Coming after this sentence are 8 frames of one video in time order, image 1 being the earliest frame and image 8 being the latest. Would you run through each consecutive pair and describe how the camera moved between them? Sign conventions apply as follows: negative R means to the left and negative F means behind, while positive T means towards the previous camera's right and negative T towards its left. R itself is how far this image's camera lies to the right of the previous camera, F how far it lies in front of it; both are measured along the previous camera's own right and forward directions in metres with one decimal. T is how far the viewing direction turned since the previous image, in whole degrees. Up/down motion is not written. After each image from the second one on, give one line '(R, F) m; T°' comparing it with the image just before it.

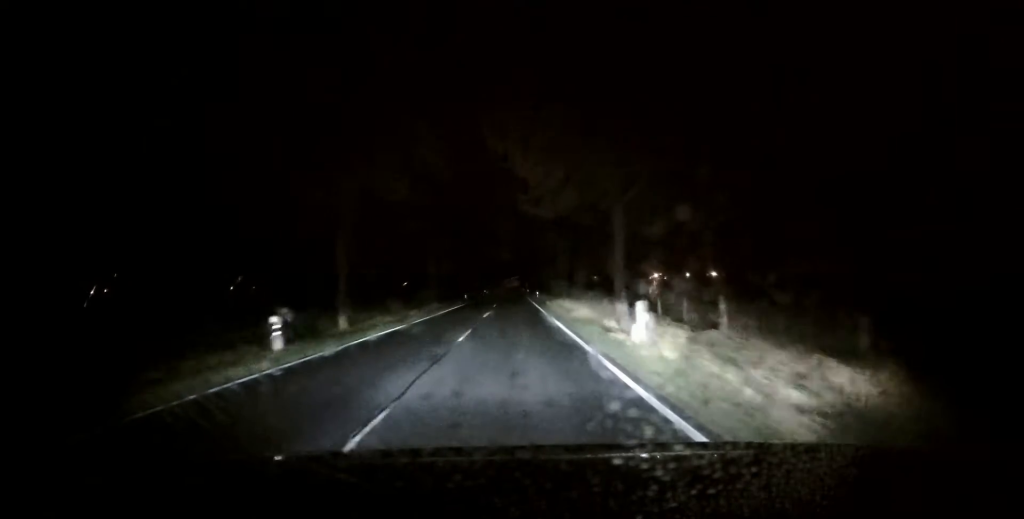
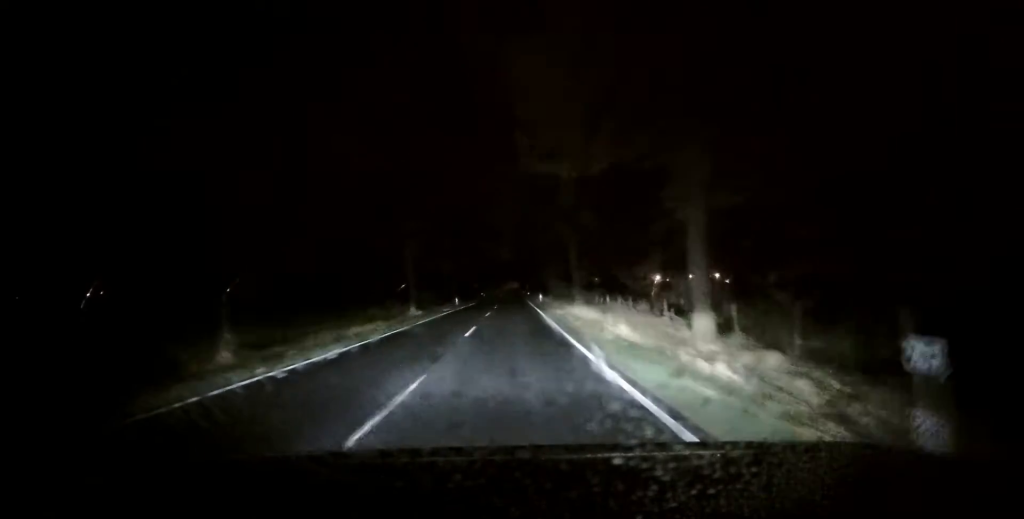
(-0.1, +8.9) m; 0°
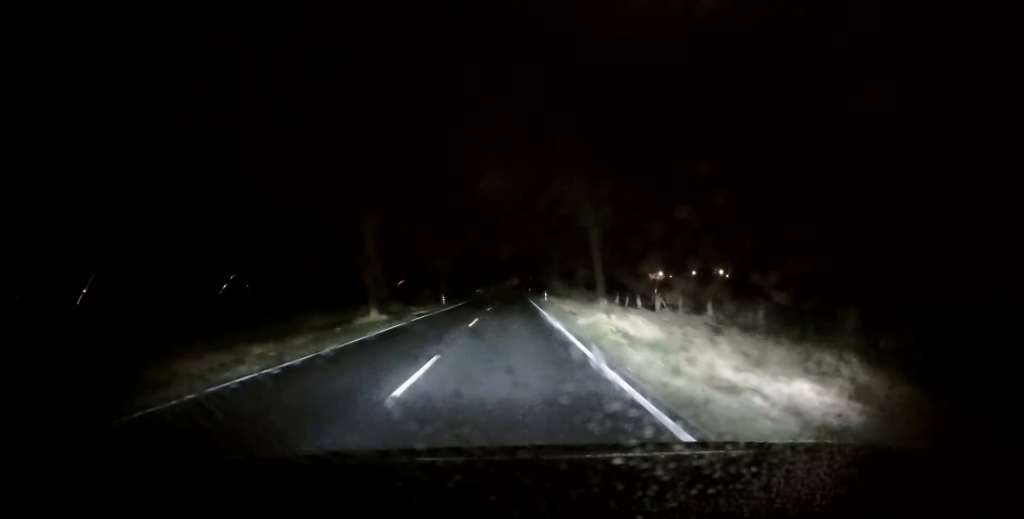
(0.0, +9.6) m; 0°
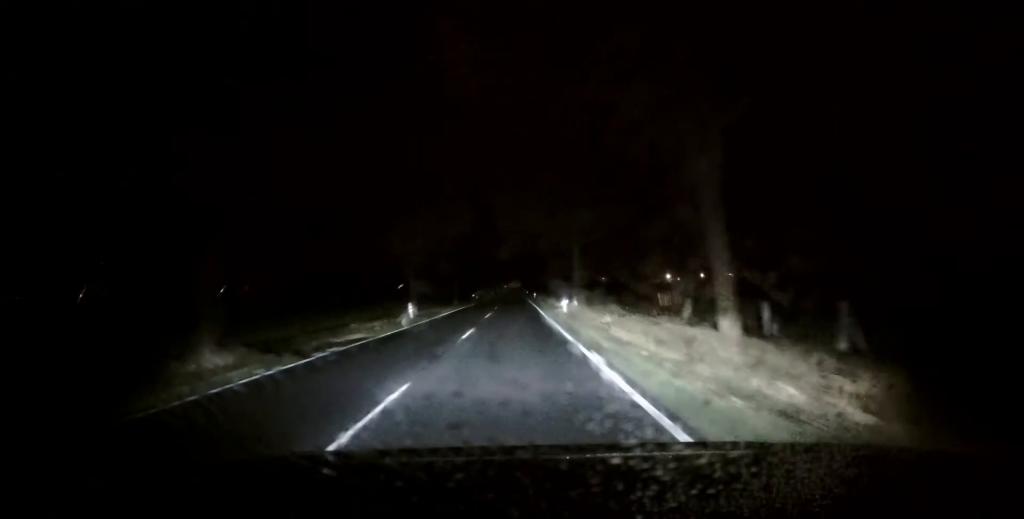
(+0.1, +14.8) m; 0°
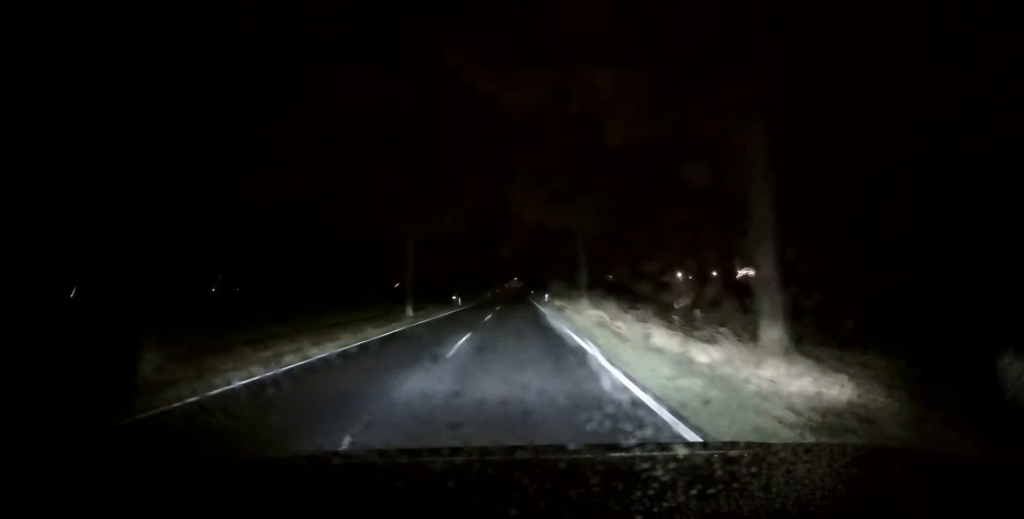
(-0.1, +26.4) m; +1°
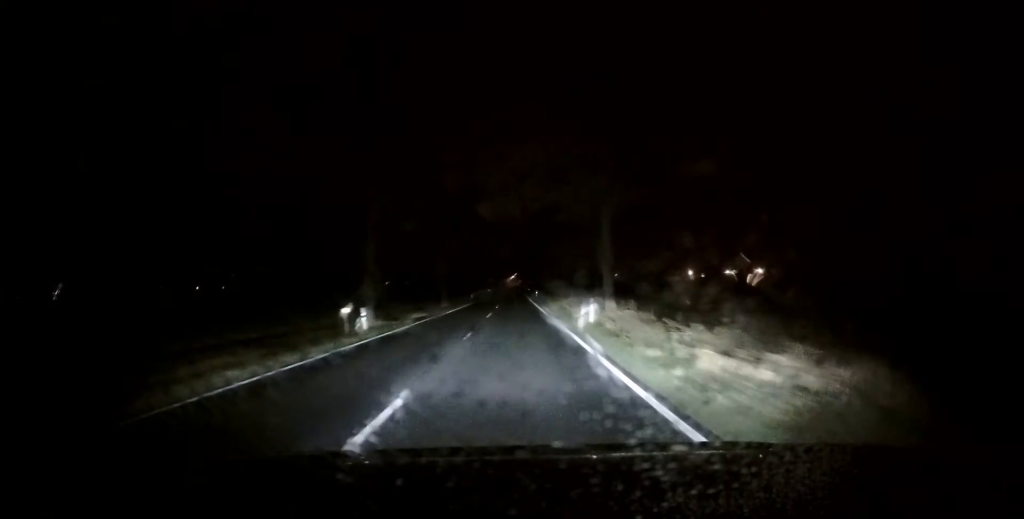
(+0.3, +33.0) m; 0°
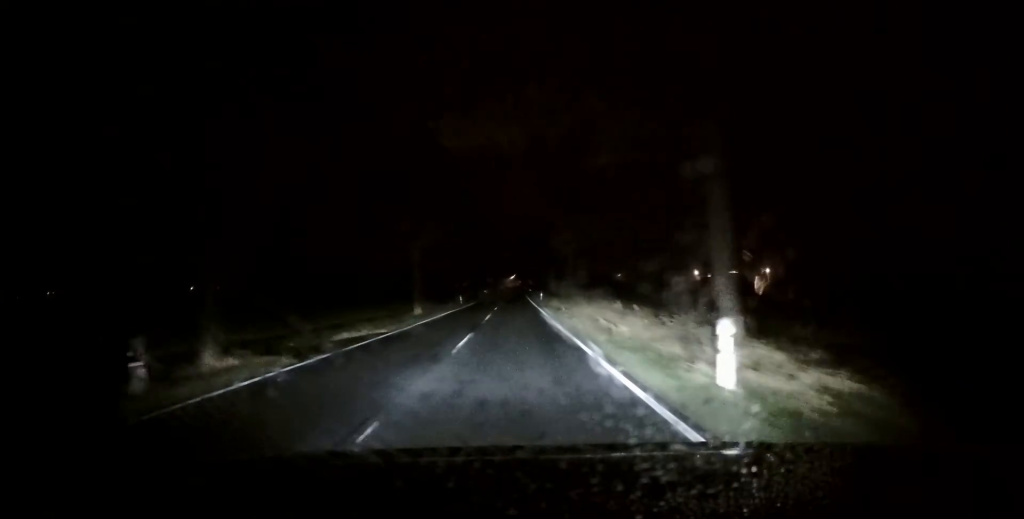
(0.0, +13.1) m; 0°
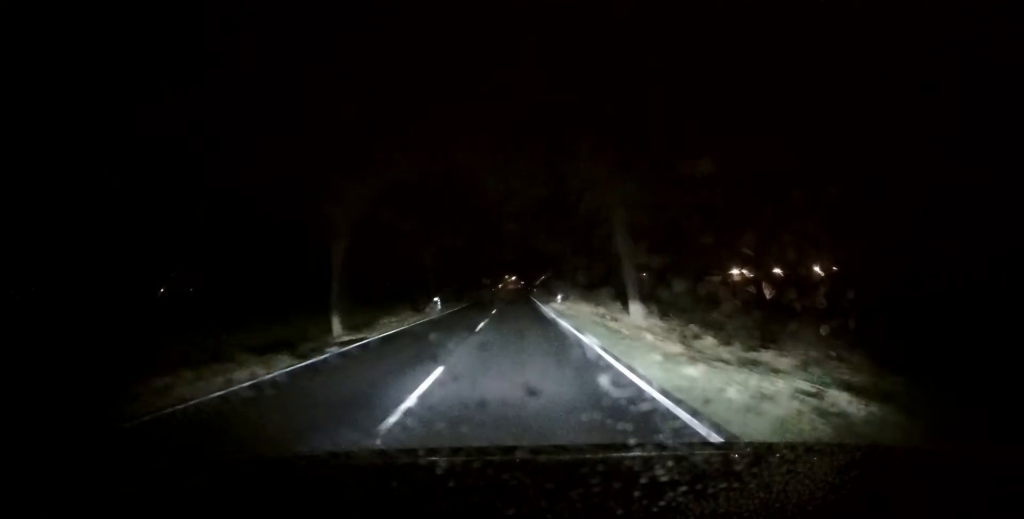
(0.0, +66.5) m; 0°
